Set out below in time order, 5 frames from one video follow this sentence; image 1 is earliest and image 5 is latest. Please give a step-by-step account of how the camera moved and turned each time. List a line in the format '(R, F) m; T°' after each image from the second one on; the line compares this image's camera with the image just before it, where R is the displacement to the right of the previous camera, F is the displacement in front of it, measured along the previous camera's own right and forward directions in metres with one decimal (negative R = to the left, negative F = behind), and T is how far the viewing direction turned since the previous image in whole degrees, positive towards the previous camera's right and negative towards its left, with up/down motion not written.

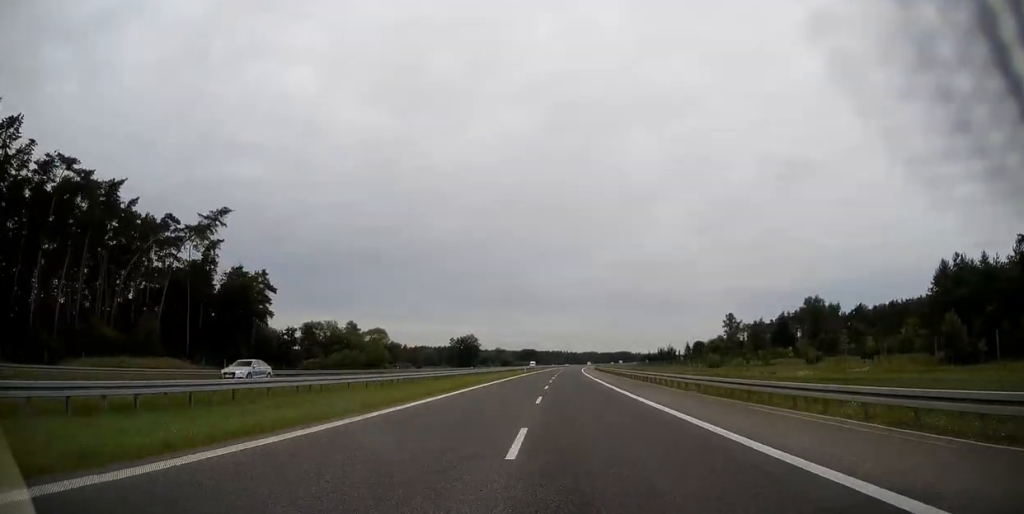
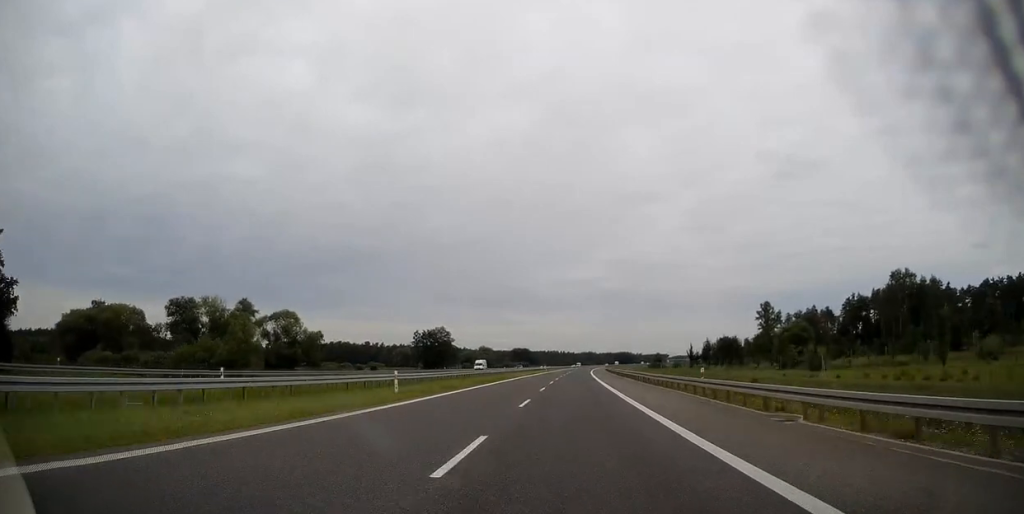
(+0.6, +73.7) m; +1°
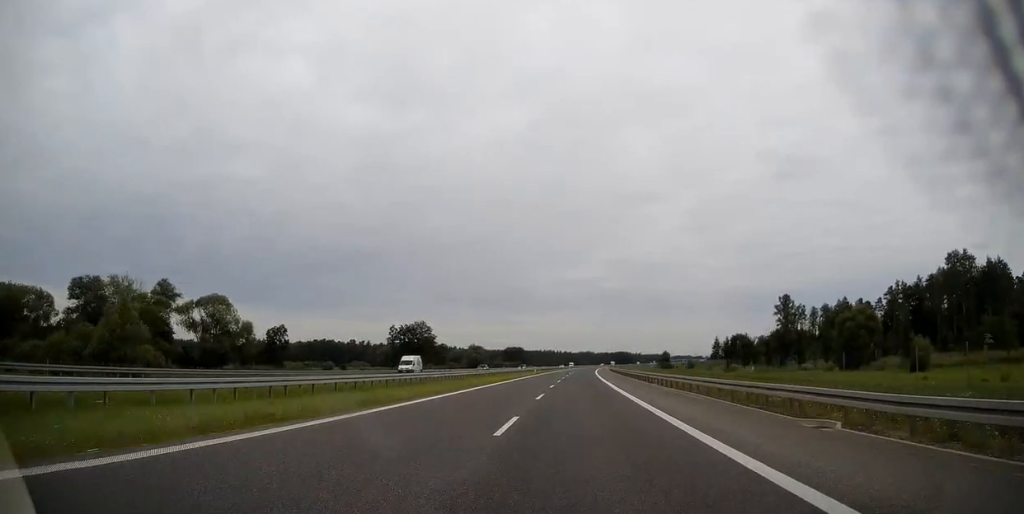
(0.0, +31.8) m; 0°
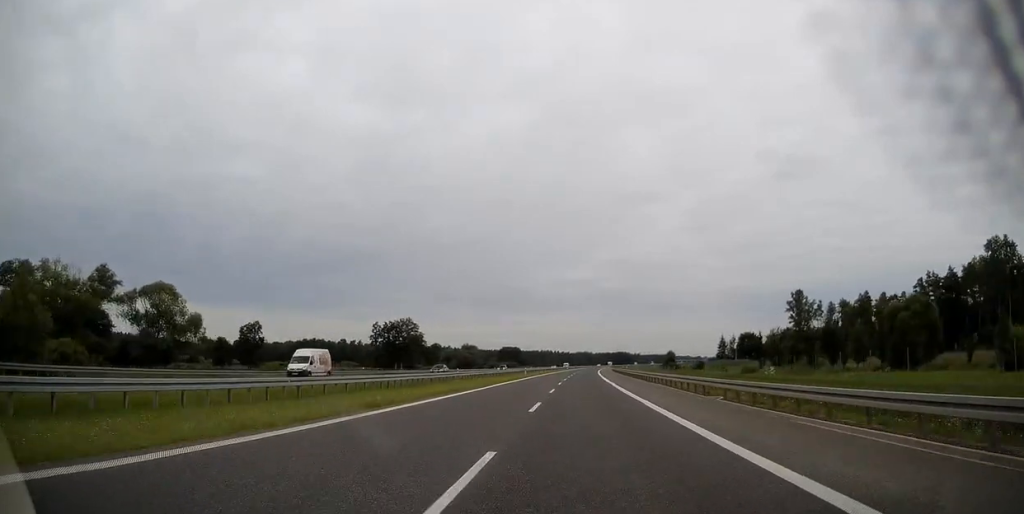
(0.0, +18.2) m; 0°
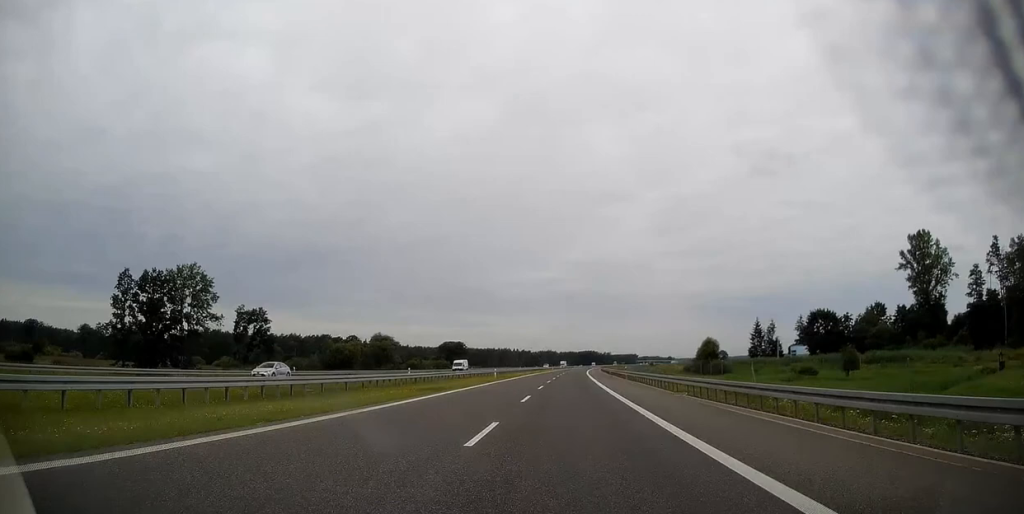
(+2.9, +116.6) m; +3°
